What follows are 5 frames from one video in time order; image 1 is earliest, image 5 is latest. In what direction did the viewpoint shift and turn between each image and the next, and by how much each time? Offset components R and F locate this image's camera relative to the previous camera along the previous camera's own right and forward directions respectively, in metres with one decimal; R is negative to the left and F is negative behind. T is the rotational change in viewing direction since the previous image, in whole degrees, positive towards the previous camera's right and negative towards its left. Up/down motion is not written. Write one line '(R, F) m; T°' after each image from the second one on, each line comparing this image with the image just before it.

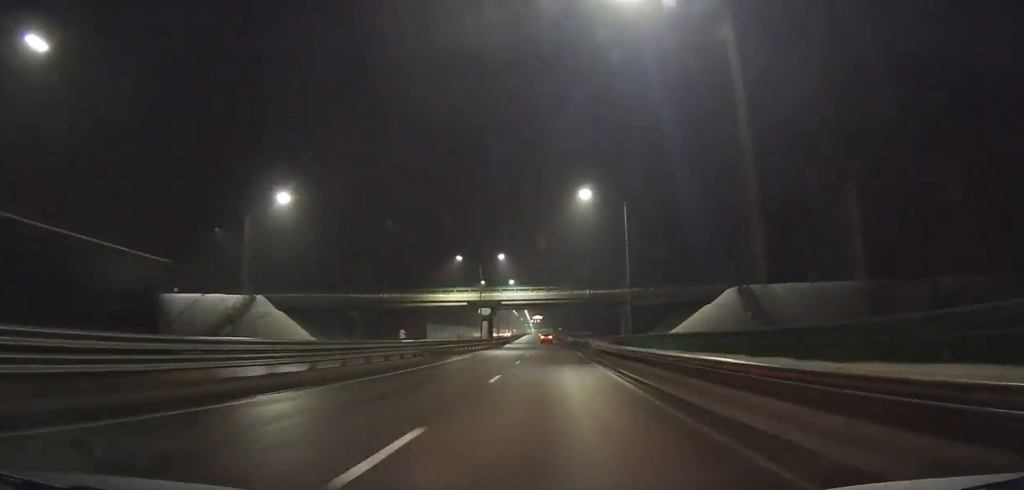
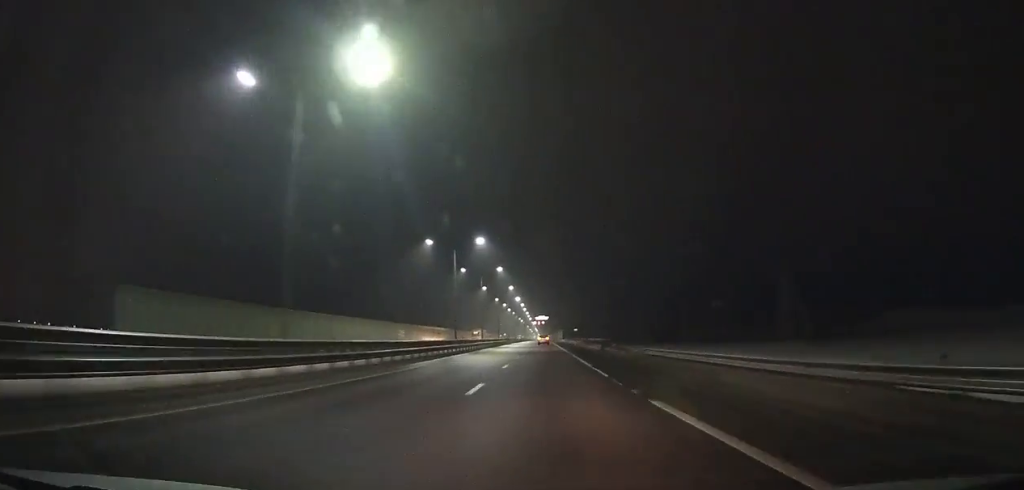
(-0.2, +86.1) m; 0°
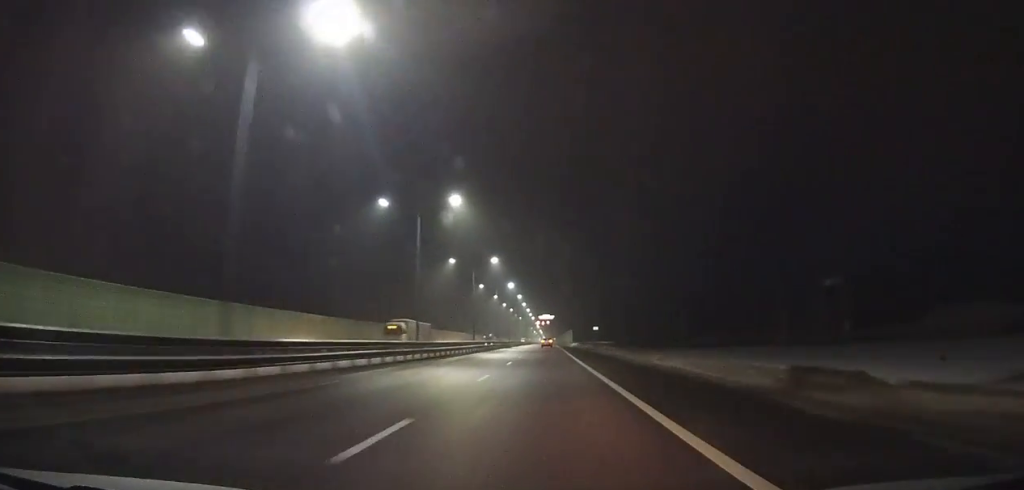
(0.0, +43.9) m; 0°
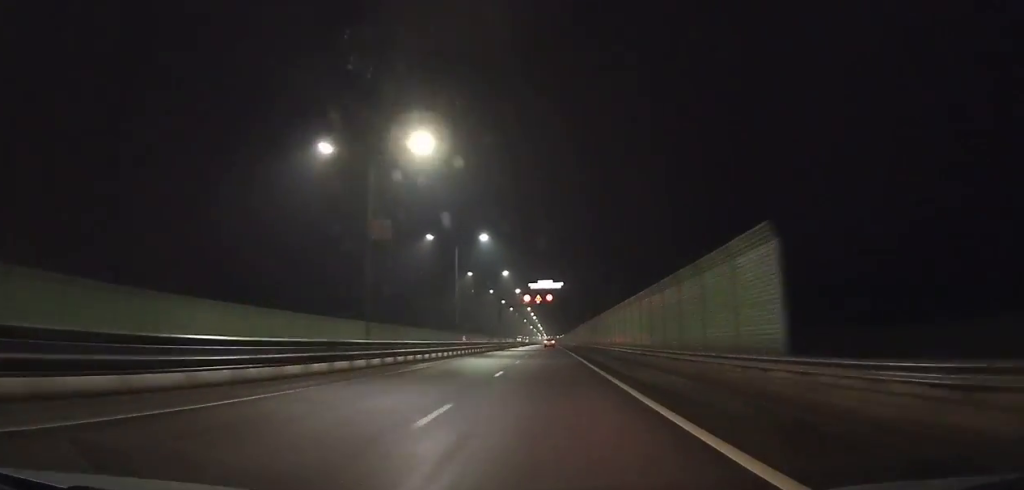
(-1.0, +127.9) m; 0°
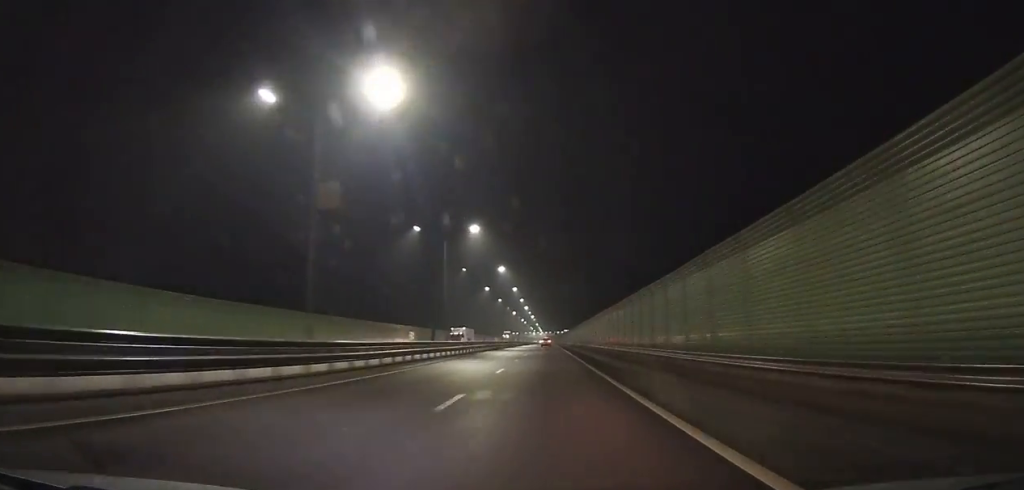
(-0.3, +155.6) m; 0°
